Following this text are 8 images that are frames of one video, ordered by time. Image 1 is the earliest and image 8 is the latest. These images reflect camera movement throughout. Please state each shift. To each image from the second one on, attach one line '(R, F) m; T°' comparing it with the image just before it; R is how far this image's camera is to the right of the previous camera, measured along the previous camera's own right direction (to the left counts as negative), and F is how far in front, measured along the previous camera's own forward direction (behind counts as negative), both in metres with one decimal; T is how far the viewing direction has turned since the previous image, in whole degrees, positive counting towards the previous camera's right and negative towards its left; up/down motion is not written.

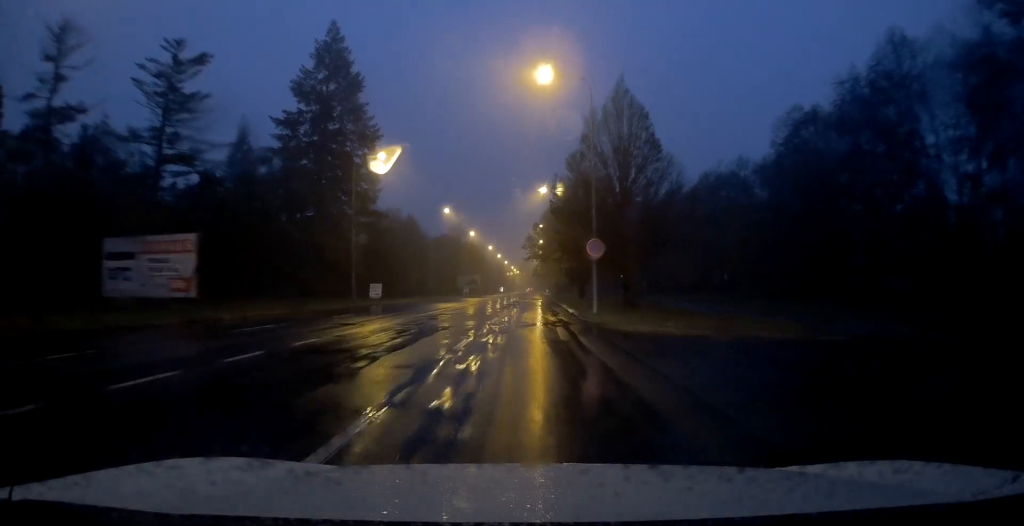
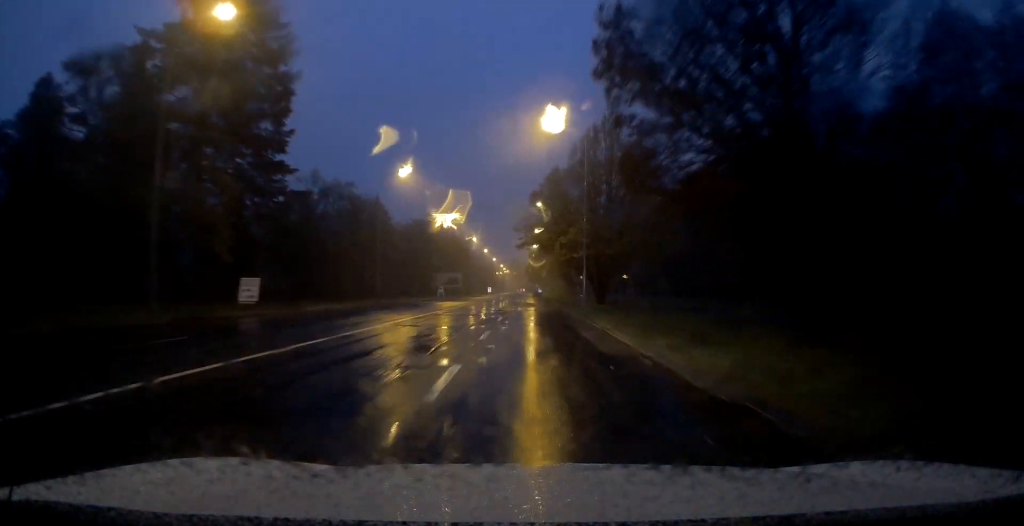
(+0.1, +23.2) m; 0°
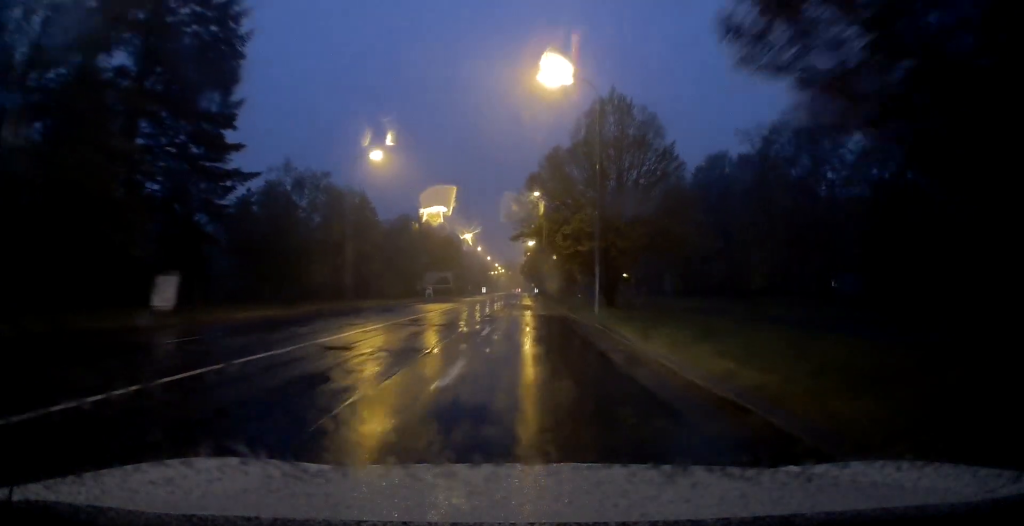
(0.0, +7.1) m; 0°
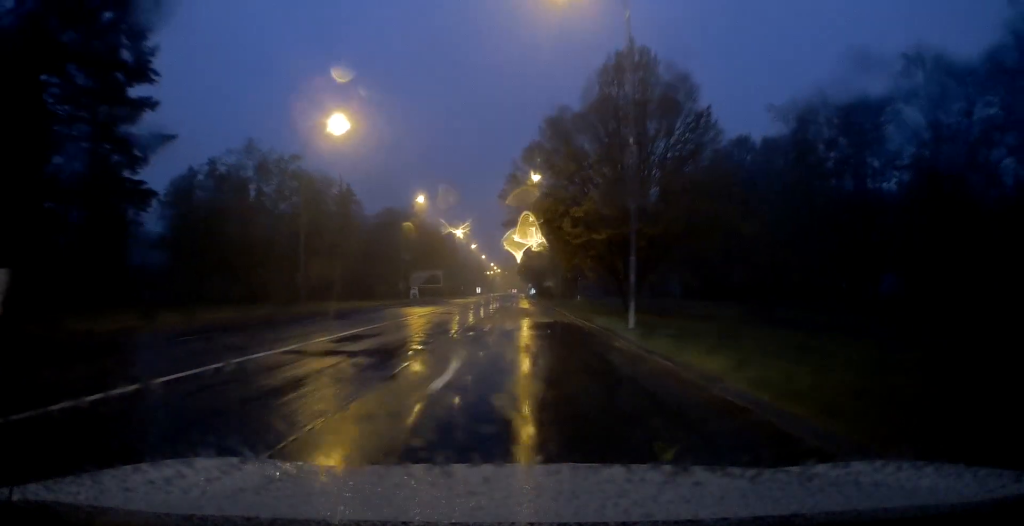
(0.0, +8.6) m; +1°
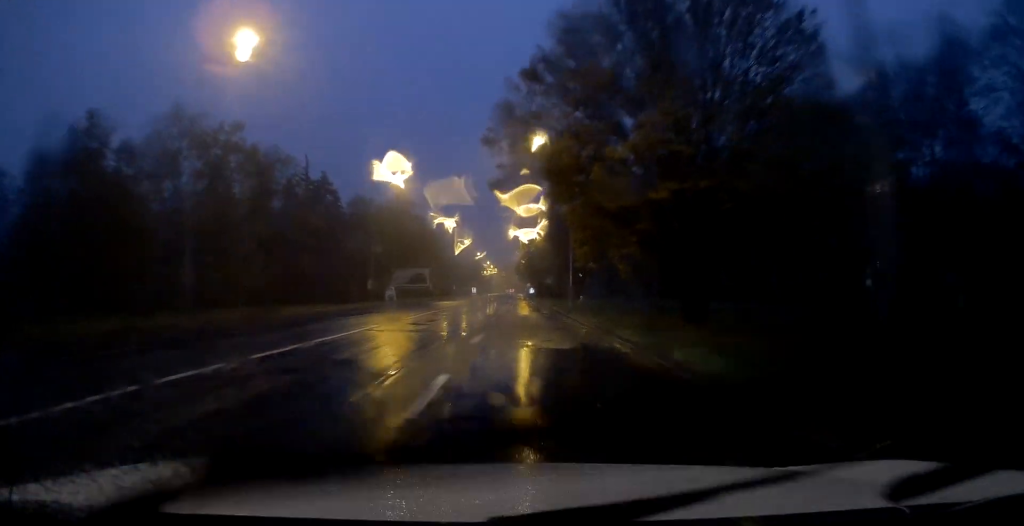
(+0.1, +12.1) m; +1°
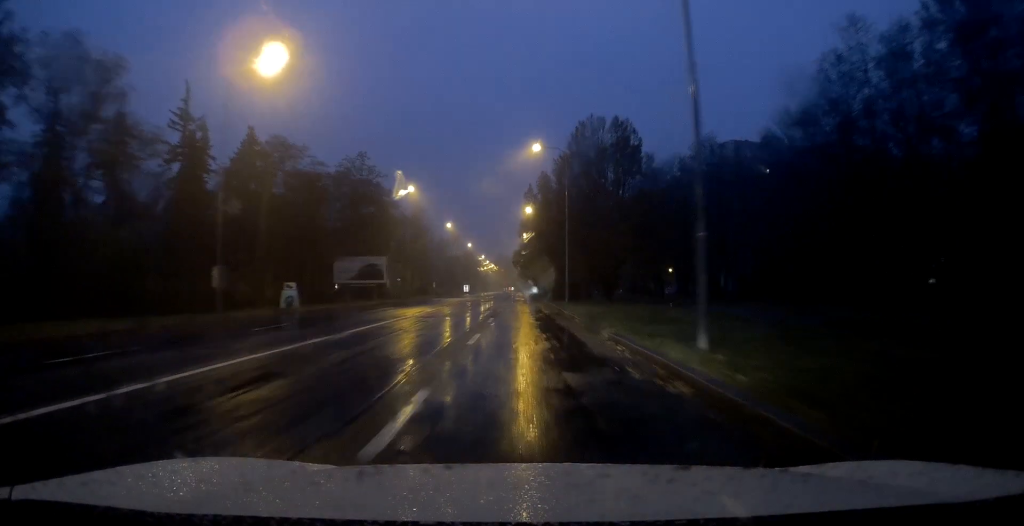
(+0.2, +26.1) m; 0°
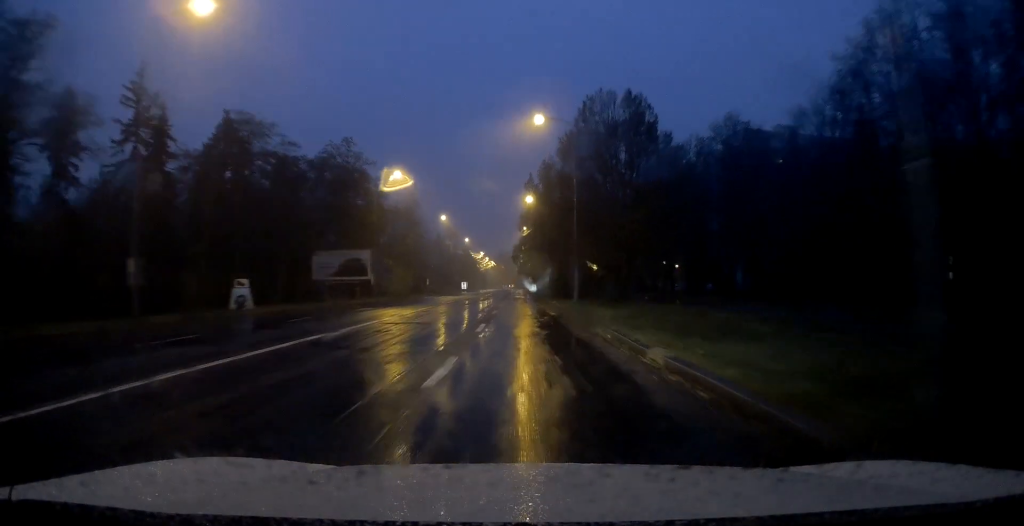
(0.0, +6.0) m; 0°
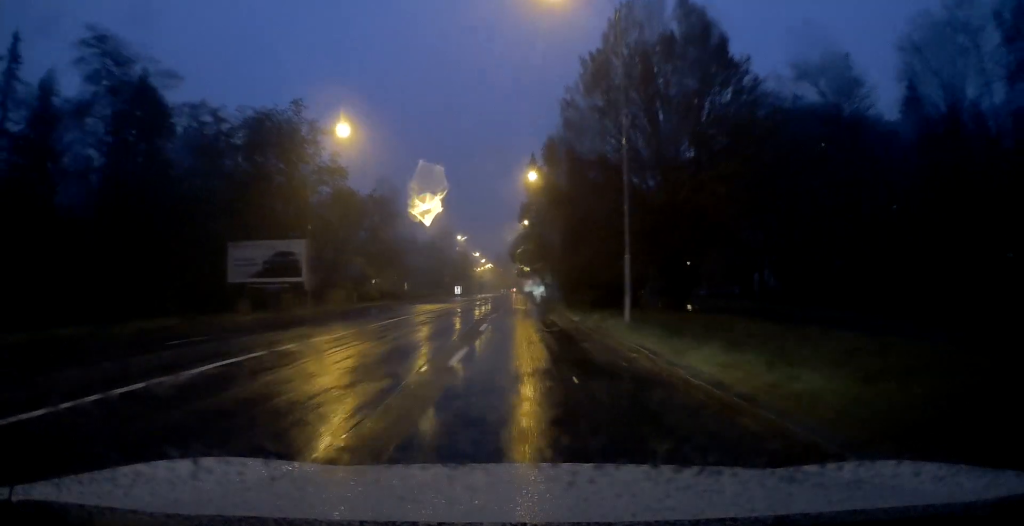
(0.0, +15.6) m; 0°
